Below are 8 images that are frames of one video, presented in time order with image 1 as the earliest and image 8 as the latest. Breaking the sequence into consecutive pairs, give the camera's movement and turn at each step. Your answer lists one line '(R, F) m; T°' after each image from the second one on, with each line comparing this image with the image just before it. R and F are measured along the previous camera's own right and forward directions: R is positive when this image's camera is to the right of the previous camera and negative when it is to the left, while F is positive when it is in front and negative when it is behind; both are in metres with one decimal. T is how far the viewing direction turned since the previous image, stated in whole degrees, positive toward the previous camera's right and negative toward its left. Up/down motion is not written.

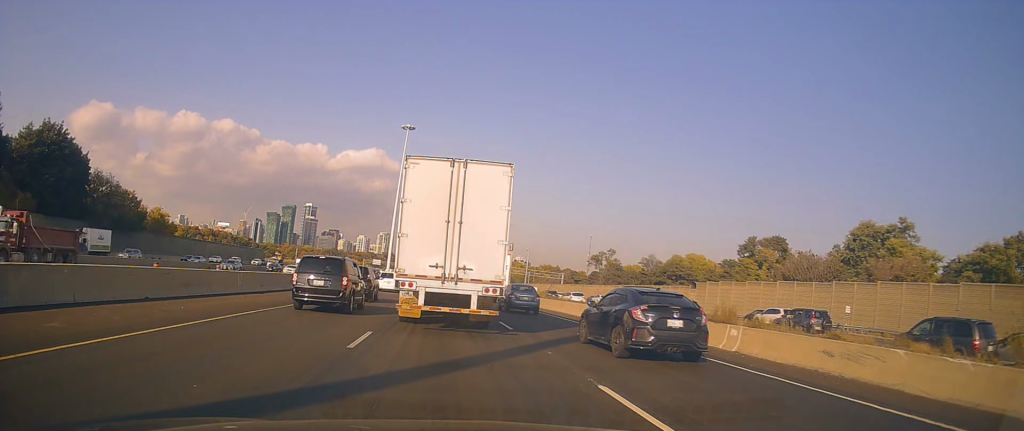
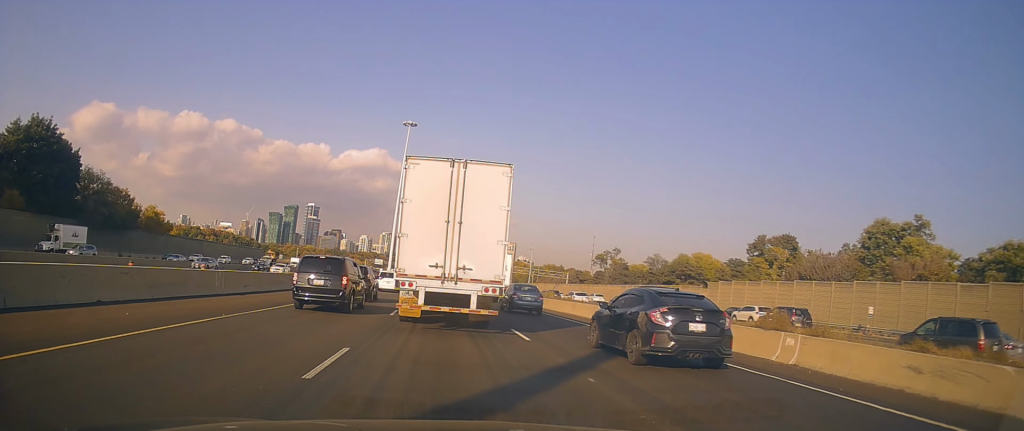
(0.0, +3.1) m; 0°
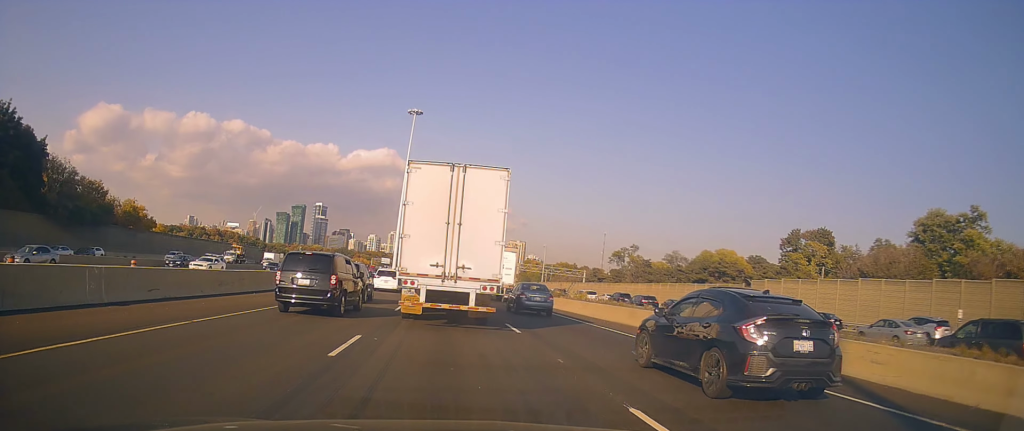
(0.0, +10.5) m; -2°
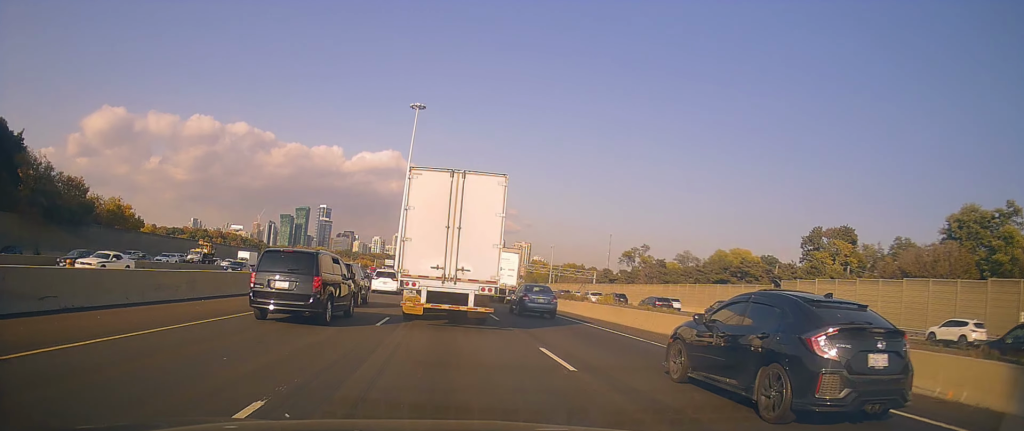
(-0.2, +6.2) m; 0°
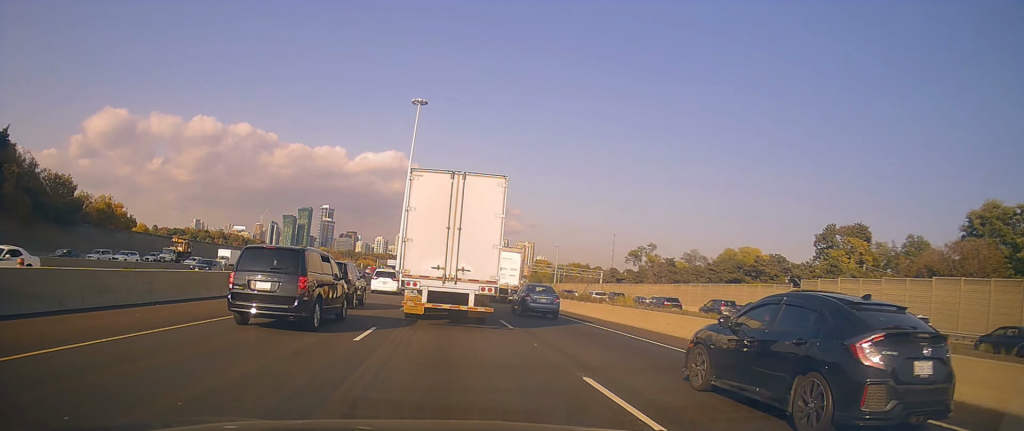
(0.0, +3.6) m; 0°
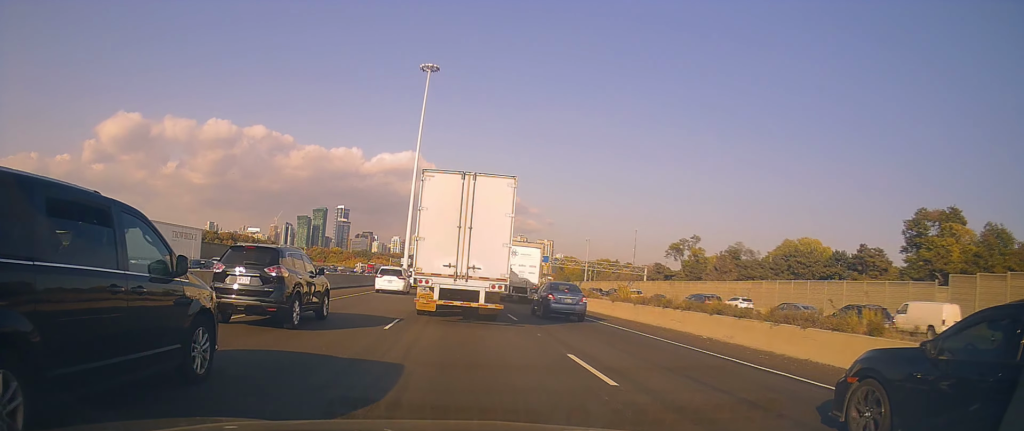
(+0.3, +21.9) m; -4°
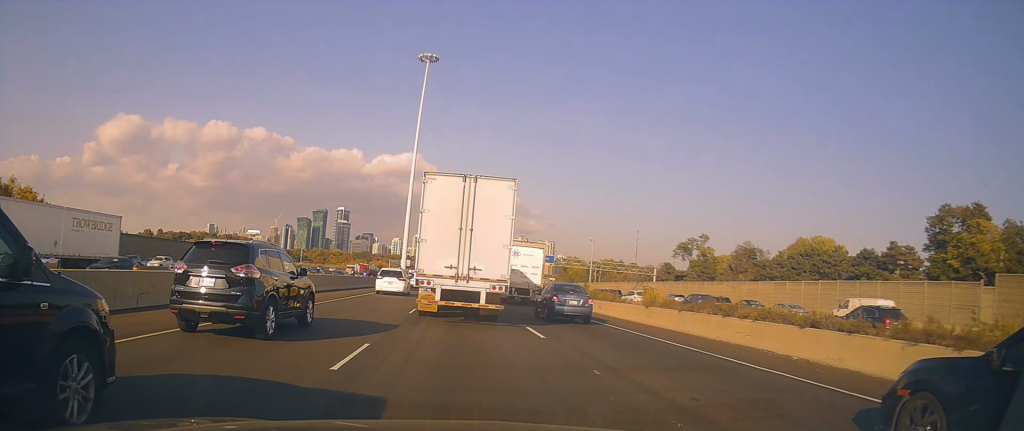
(-0.5, +5.8) m; 0°
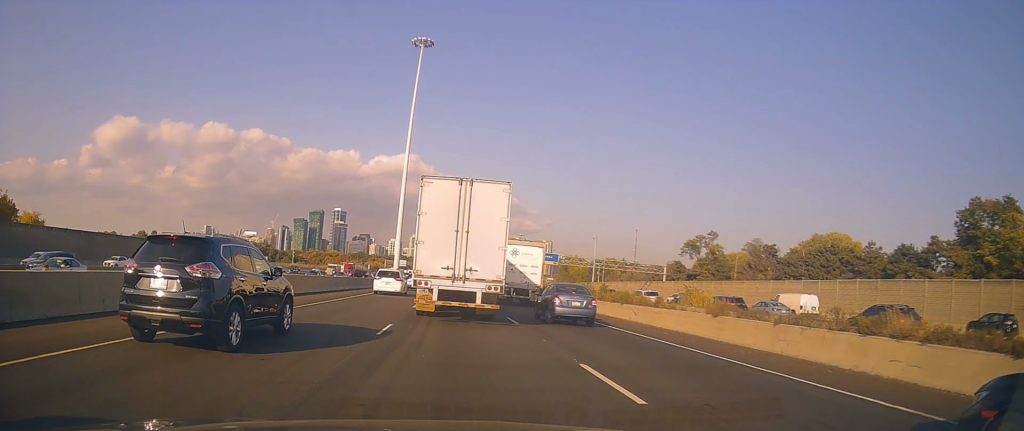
(+0.2, +7.5) m; +2°
